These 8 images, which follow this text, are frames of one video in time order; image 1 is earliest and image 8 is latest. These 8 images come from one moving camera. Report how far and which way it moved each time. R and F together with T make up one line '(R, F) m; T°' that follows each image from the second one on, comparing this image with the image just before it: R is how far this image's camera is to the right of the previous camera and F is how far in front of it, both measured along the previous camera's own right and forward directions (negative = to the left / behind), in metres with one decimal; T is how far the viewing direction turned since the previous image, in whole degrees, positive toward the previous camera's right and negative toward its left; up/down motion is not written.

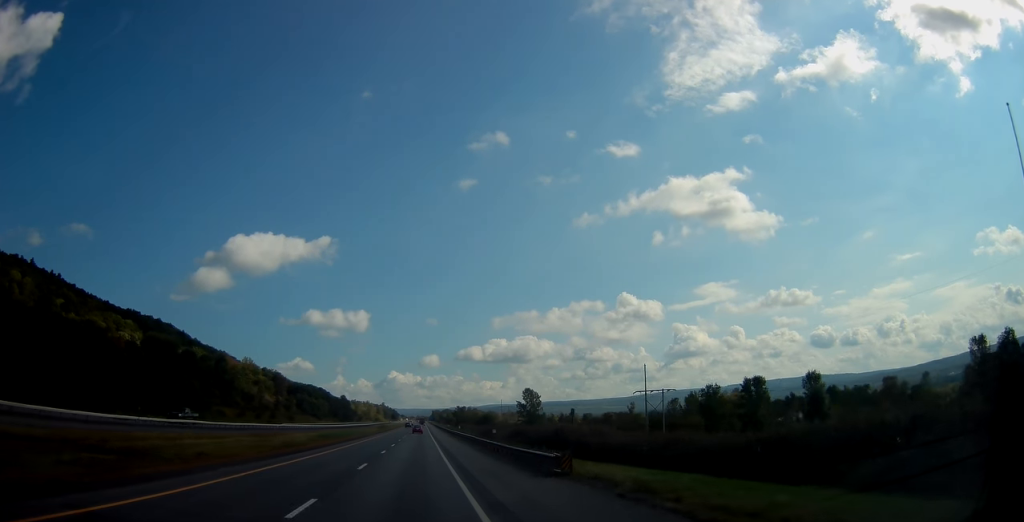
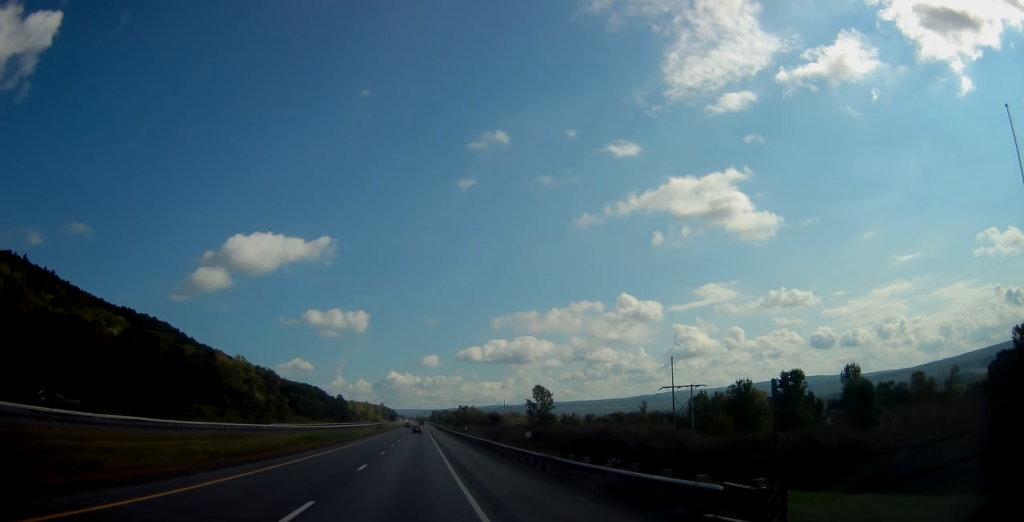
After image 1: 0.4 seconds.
(+0.1, +12.5) m; 0°
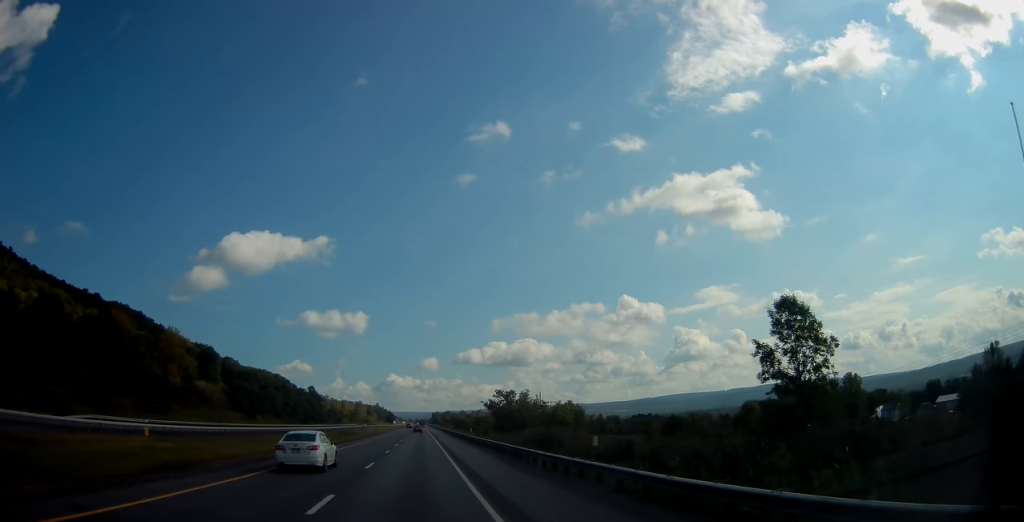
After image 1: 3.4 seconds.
(-0.2, +85.0) m; 0°
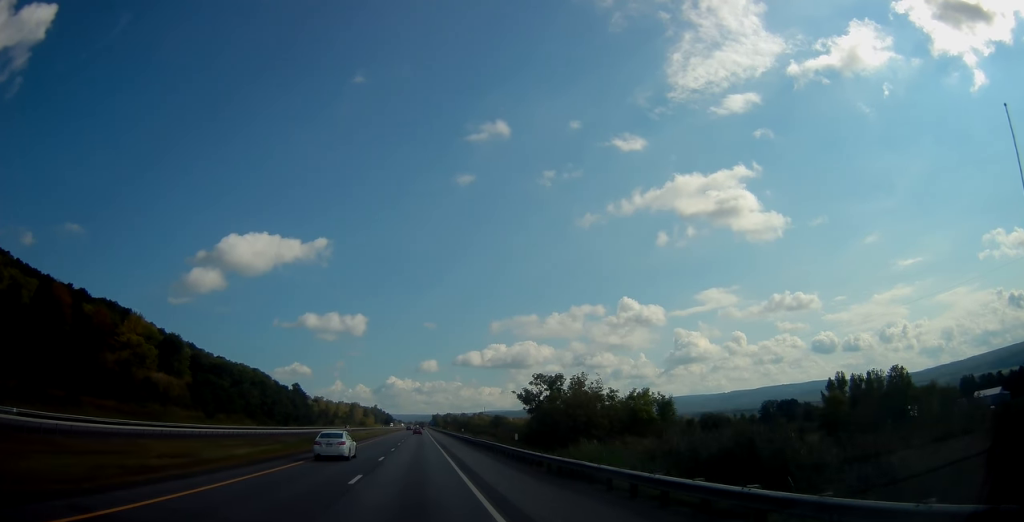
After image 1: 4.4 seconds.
(-0.3, +29.7) m; -1°
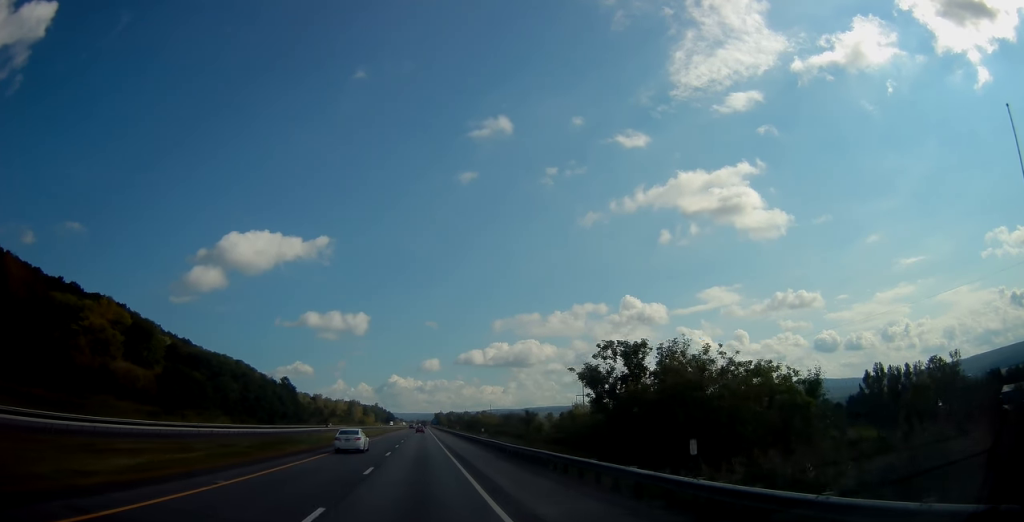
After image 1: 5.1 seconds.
(0.0, +20.9) m; 0°
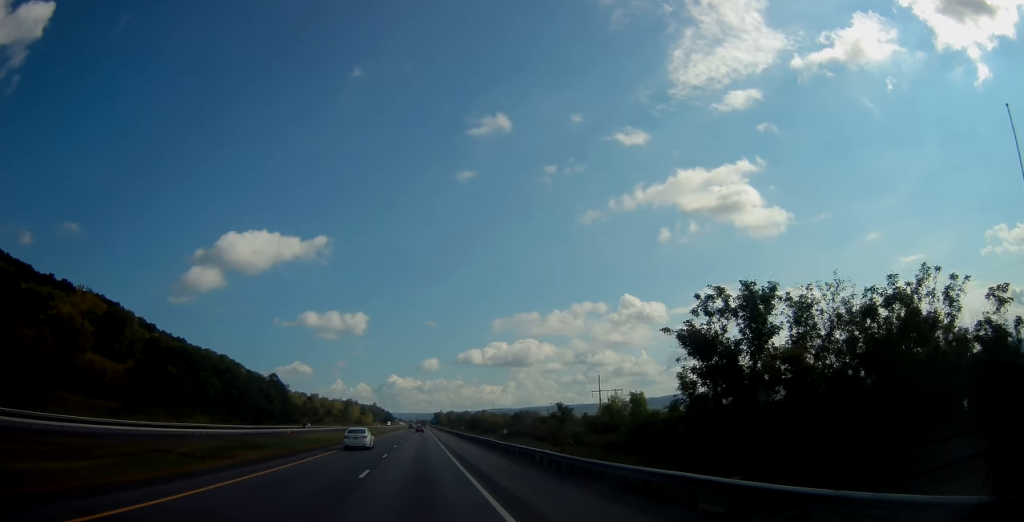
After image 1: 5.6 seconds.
(0.0, +14.2) m; 0°
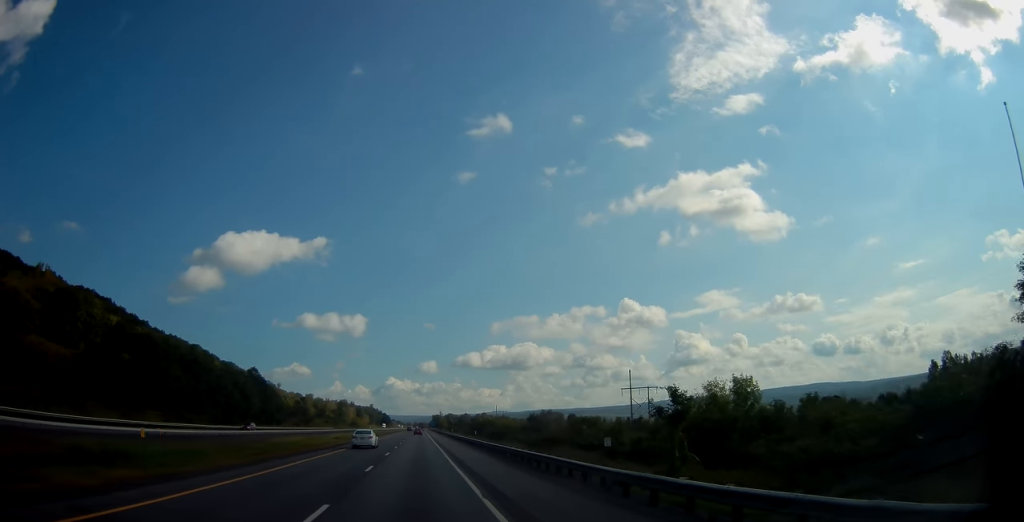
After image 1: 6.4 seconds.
(+0.2, +20.9) m; 0°
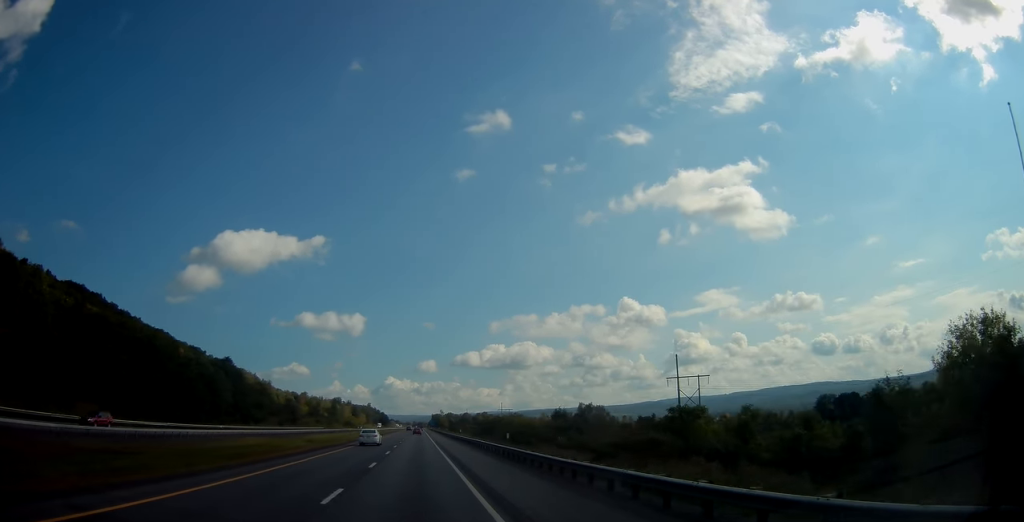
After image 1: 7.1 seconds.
(-0.2, +21.8) m; 0°
